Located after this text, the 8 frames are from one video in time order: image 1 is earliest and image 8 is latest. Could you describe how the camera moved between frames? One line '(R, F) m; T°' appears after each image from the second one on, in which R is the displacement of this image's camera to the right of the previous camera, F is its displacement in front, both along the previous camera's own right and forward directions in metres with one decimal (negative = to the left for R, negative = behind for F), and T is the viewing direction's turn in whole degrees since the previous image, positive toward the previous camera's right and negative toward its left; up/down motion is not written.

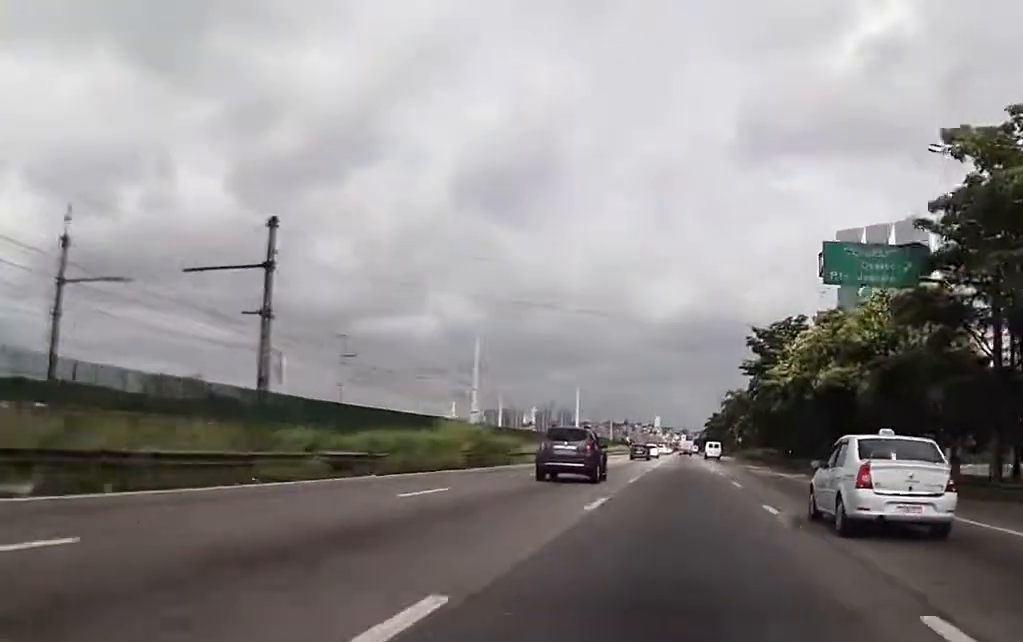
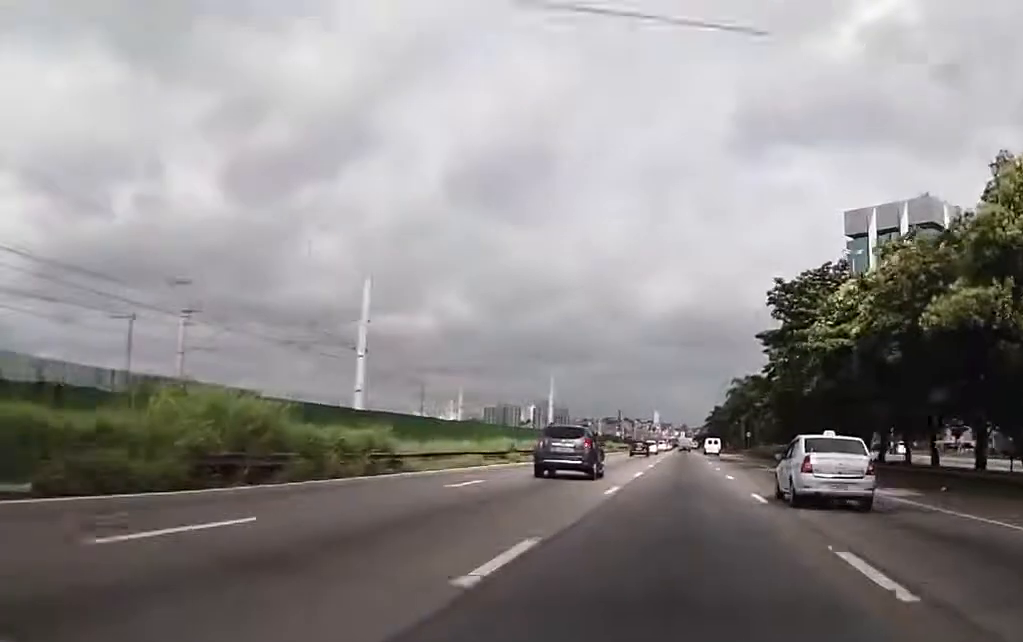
(+0.1, +20.9) m; +1°
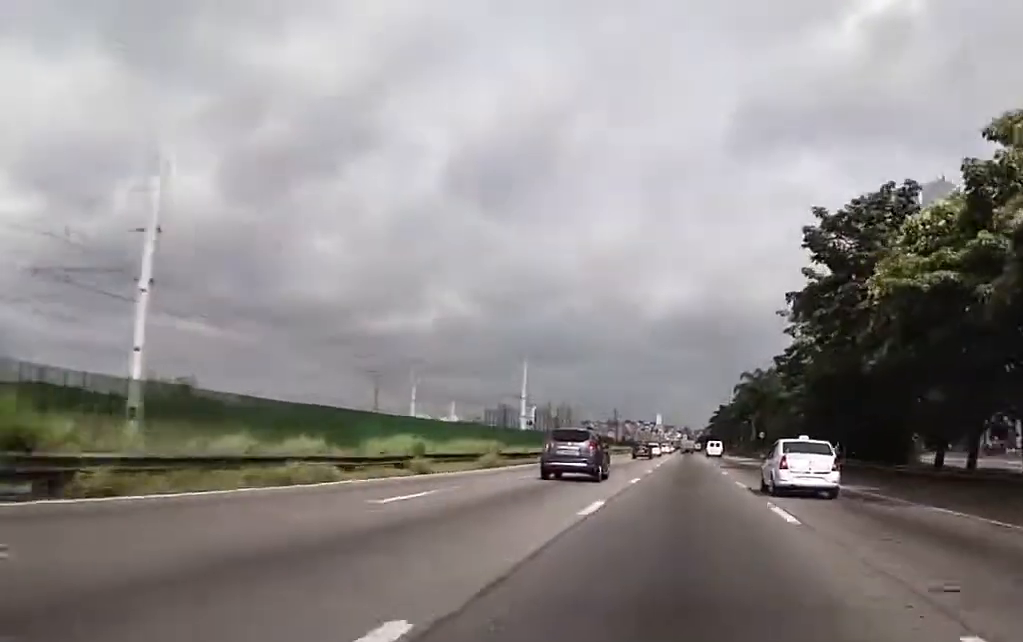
(+0.1, +16.7) m; +1°
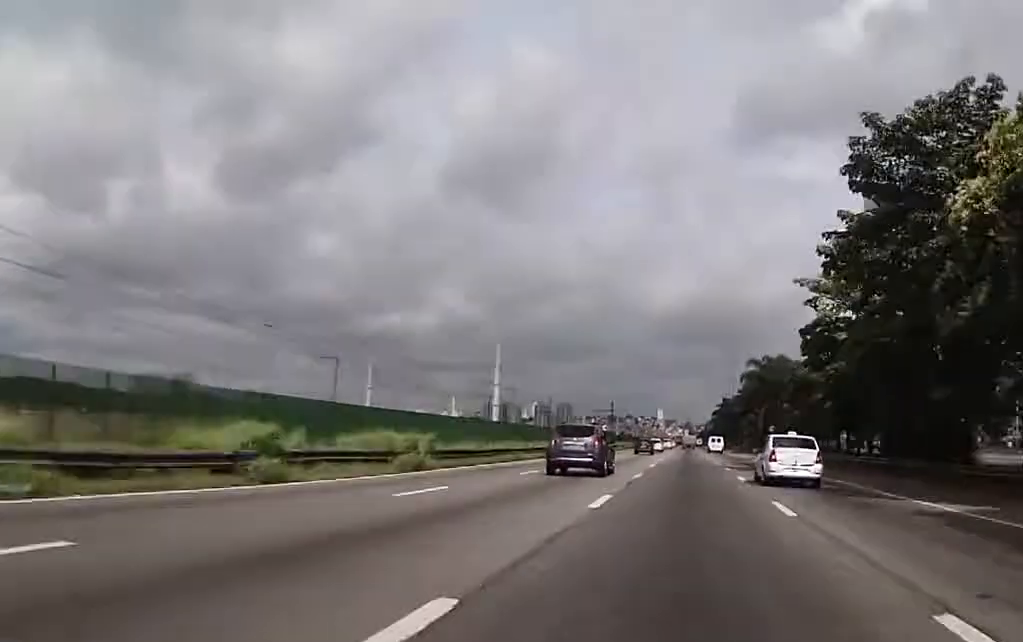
(-0.2, +11.3) m; 0°
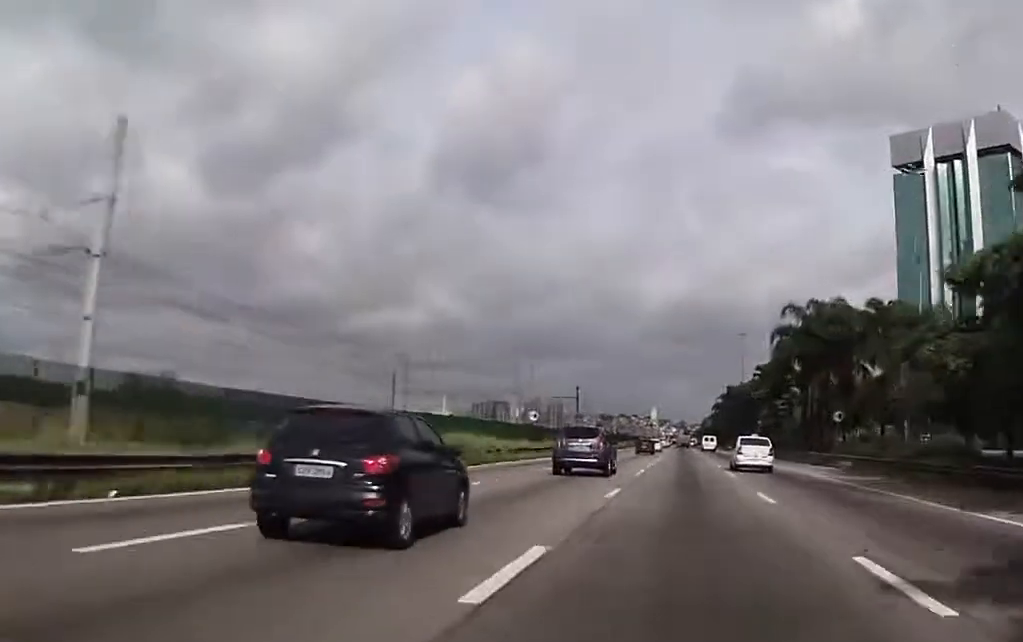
(-0.2, +44.5) m; -2°
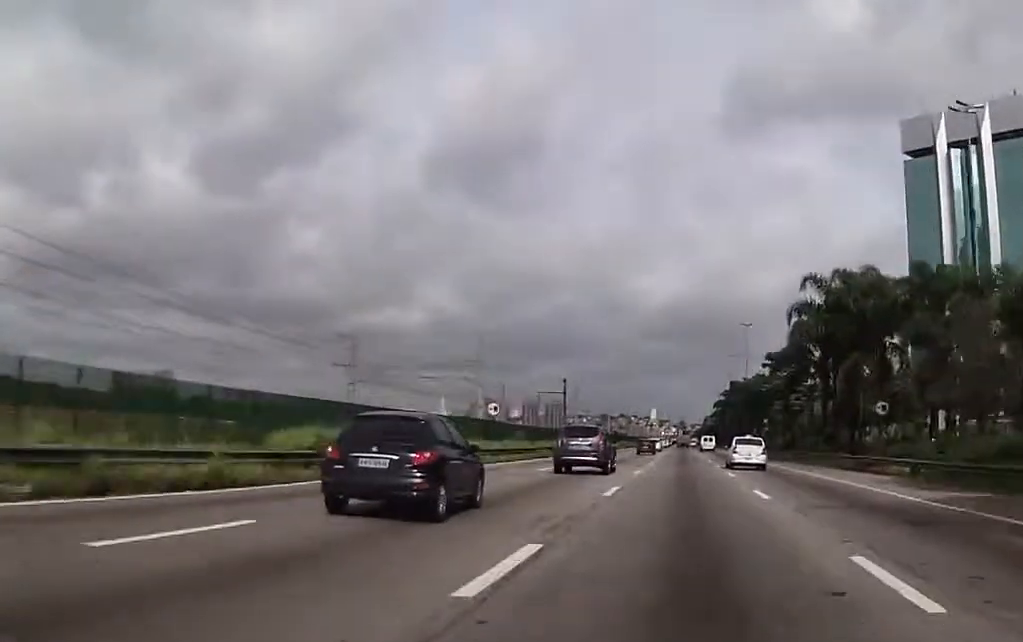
(-0.2, +11.9) m; +1°
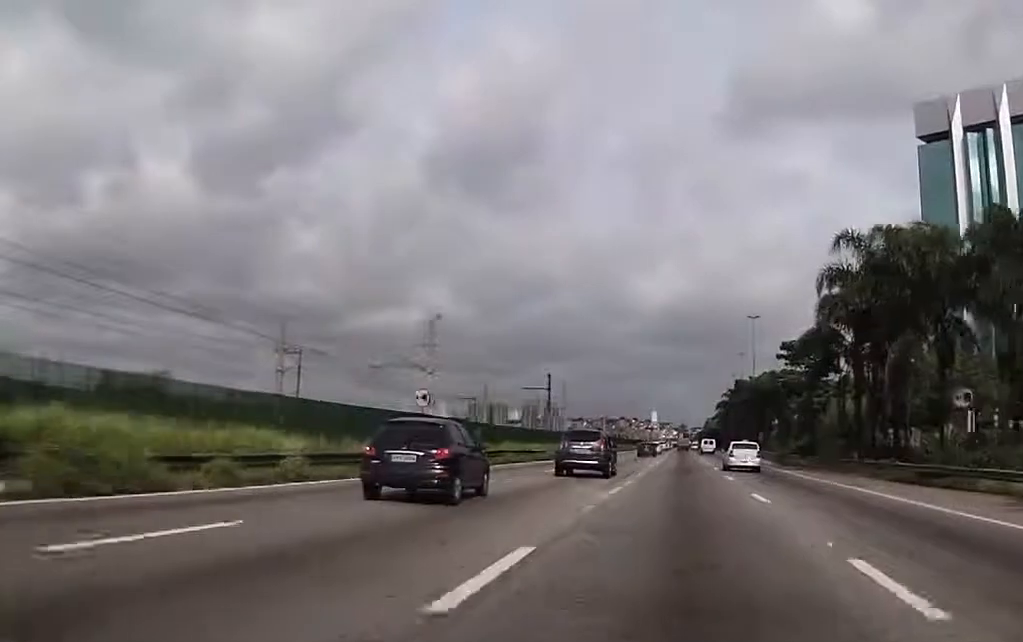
(+0.2, +12.6) m; +1°
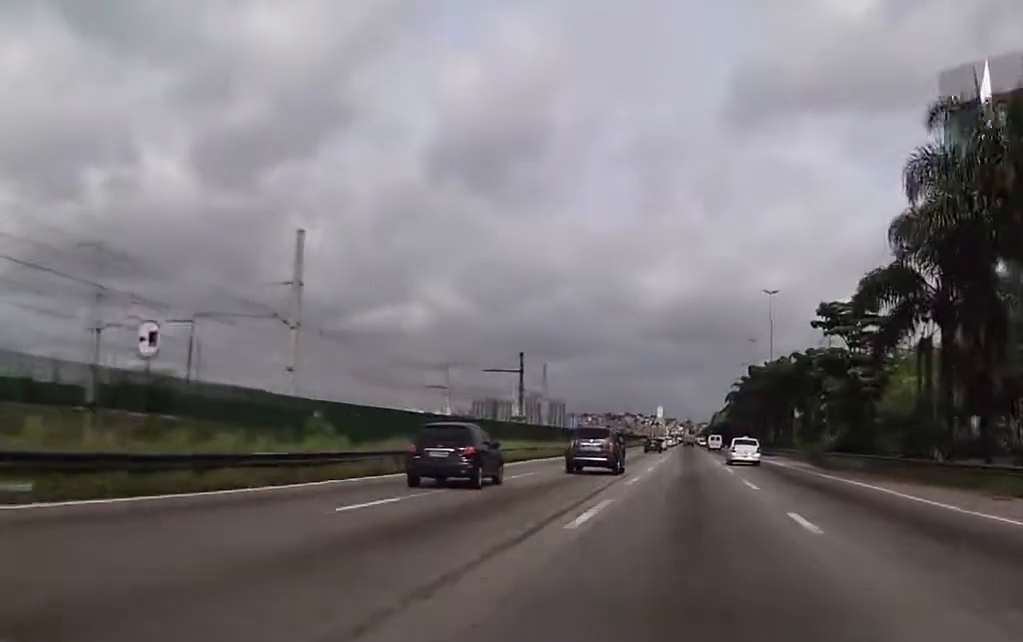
(+0.2, +17.9) m; 0°
